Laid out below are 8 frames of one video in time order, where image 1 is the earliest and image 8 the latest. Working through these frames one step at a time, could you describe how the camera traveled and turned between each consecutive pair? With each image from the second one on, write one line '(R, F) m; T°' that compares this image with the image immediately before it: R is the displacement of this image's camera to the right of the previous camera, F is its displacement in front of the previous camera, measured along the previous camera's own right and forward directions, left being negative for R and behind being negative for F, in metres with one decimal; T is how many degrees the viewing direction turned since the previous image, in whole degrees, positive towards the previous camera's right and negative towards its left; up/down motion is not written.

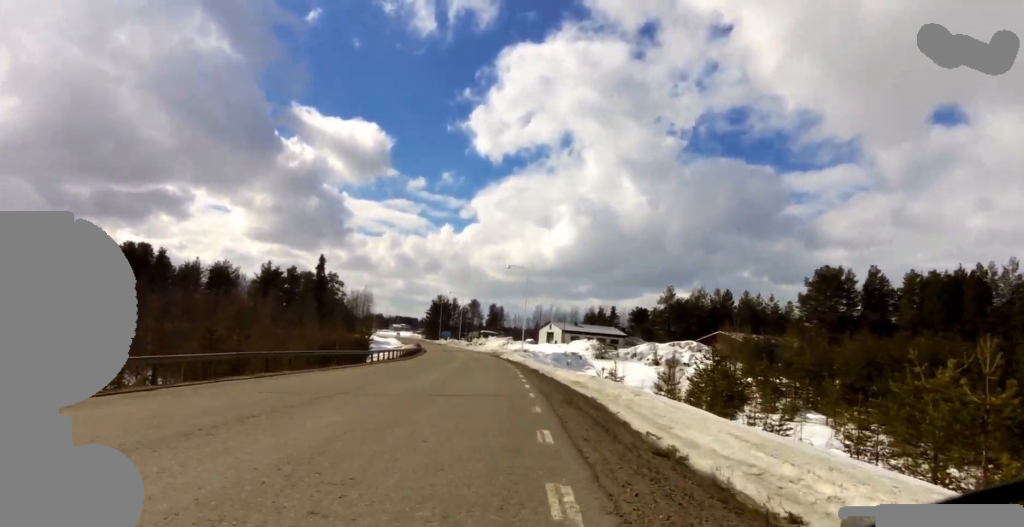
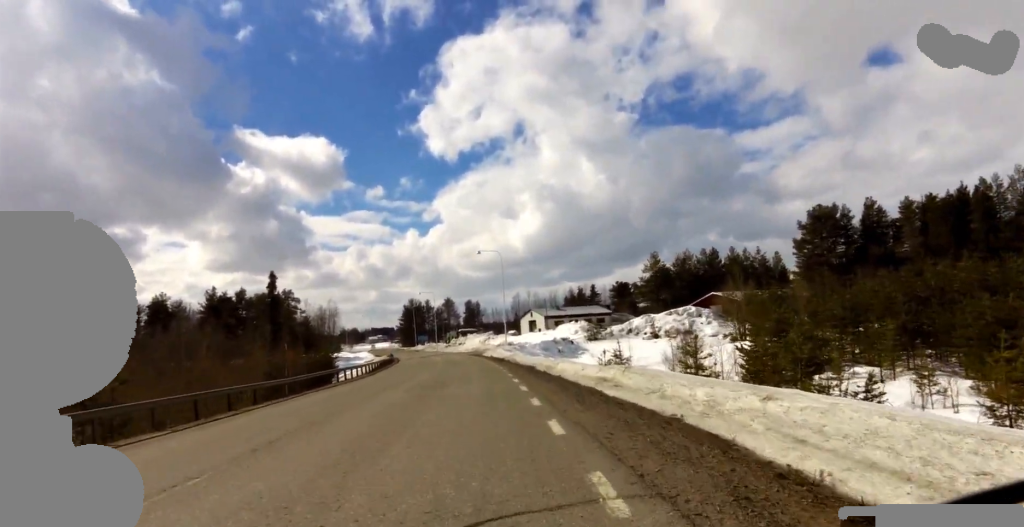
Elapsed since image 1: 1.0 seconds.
(+0.1, +9.7) m; 0°
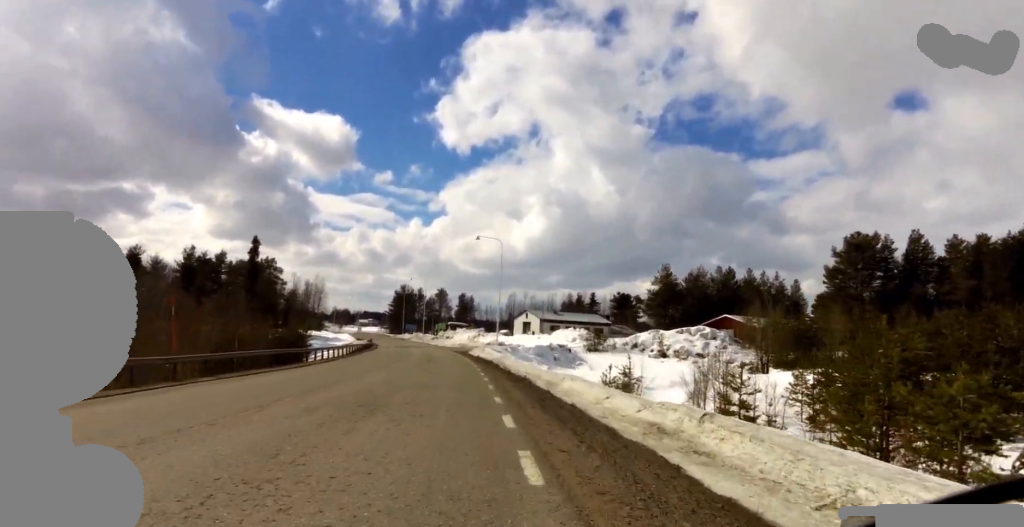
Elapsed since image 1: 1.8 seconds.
(0.0, +8.0) m; -1°
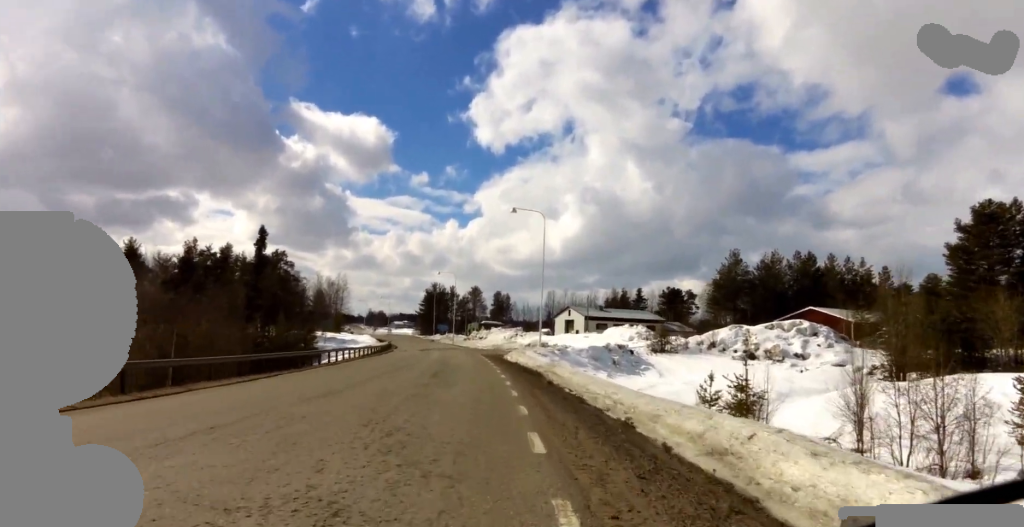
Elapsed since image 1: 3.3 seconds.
(0.0, +14.0) m; +6°
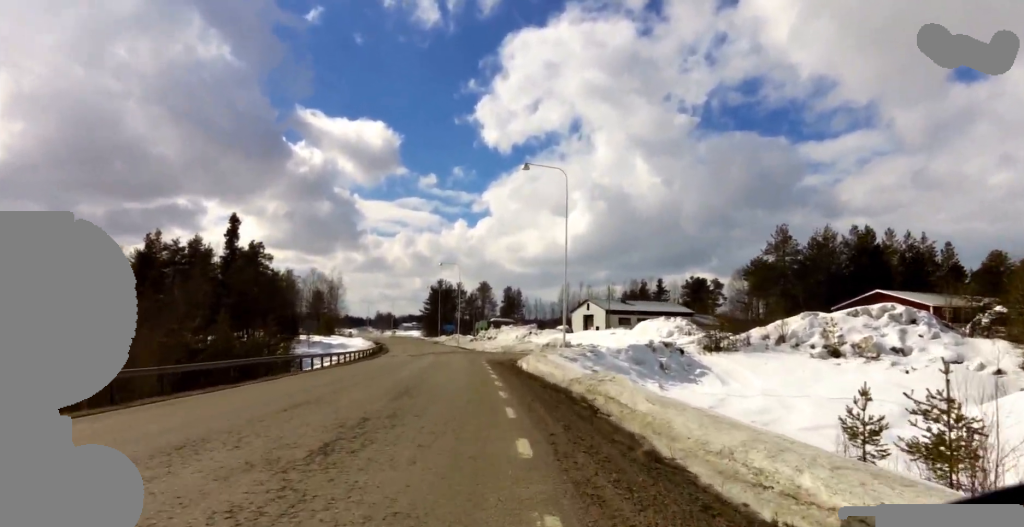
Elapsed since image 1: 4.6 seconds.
(+1.1, +11.9) m; -8°
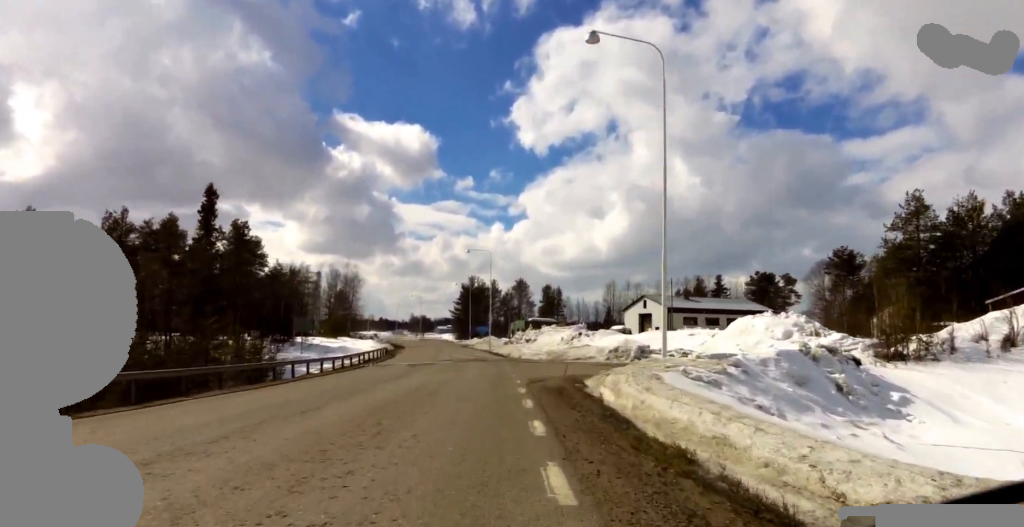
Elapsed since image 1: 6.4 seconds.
(-2.5, +16.3) m; -10°
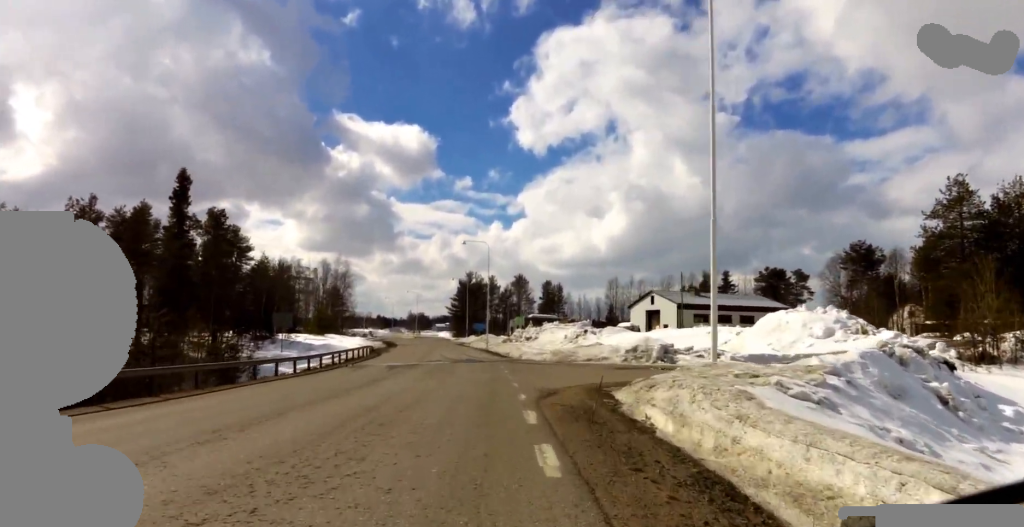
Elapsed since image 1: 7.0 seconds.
(-0.5, +5.0) m; -1°
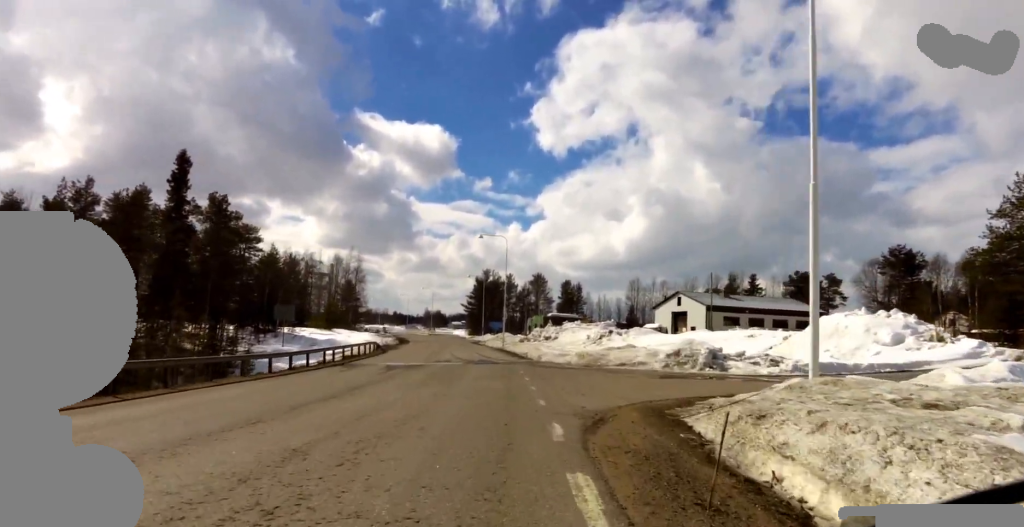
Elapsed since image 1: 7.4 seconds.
(-0.7, +4.1) m; -1°
